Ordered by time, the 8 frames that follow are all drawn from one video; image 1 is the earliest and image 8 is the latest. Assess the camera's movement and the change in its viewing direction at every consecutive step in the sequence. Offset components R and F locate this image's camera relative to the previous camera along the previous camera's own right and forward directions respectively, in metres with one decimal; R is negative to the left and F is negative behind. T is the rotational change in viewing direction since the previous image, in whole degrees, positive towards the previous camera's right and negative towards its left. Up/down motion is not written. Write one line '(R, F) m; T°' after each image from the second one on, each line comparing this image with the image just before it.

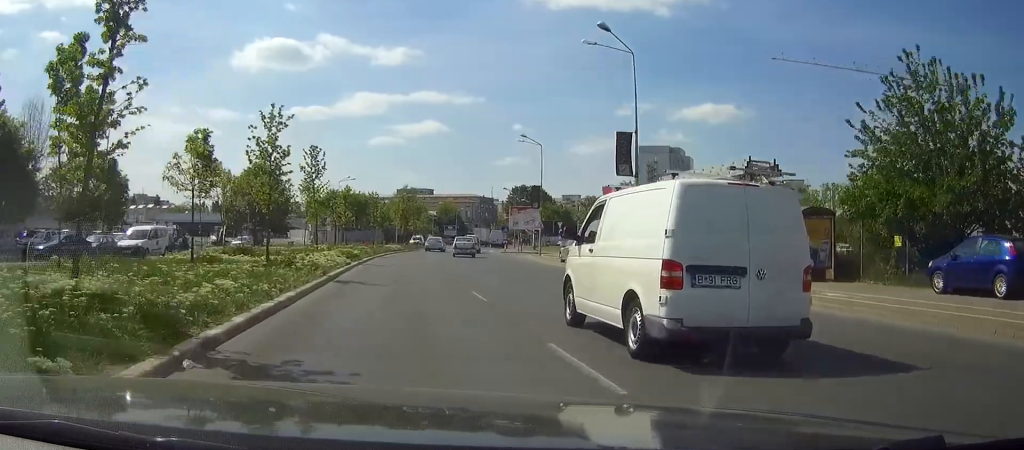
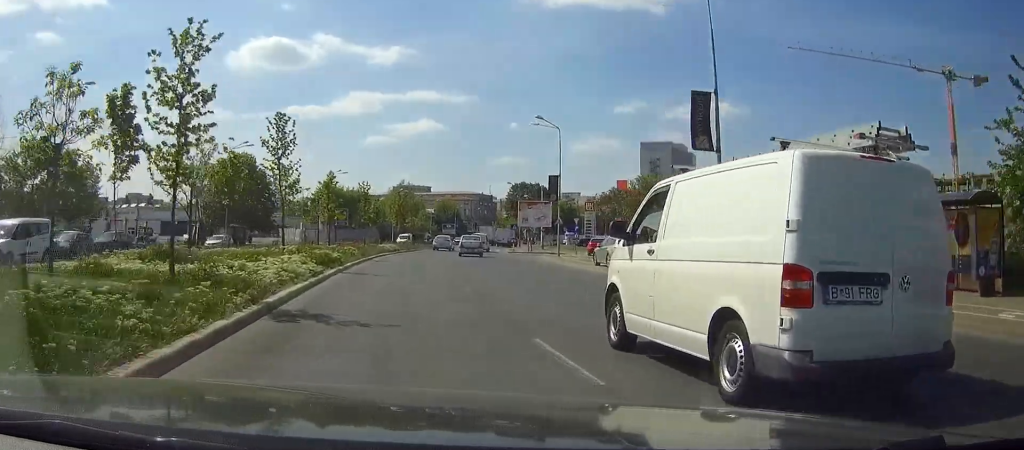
(0.0, +8.5) m; 0°
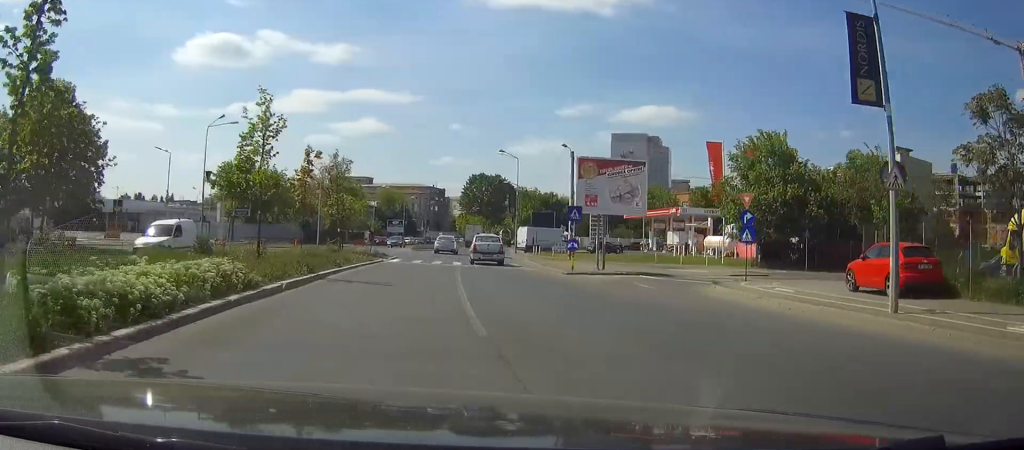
(+1.0, +41.5) m; +4°
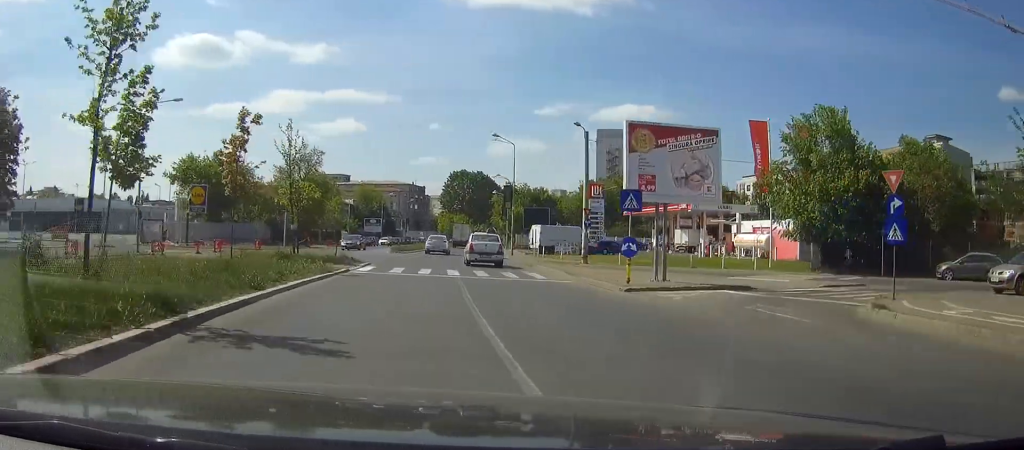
(+0.2, +10.4) m; +2°
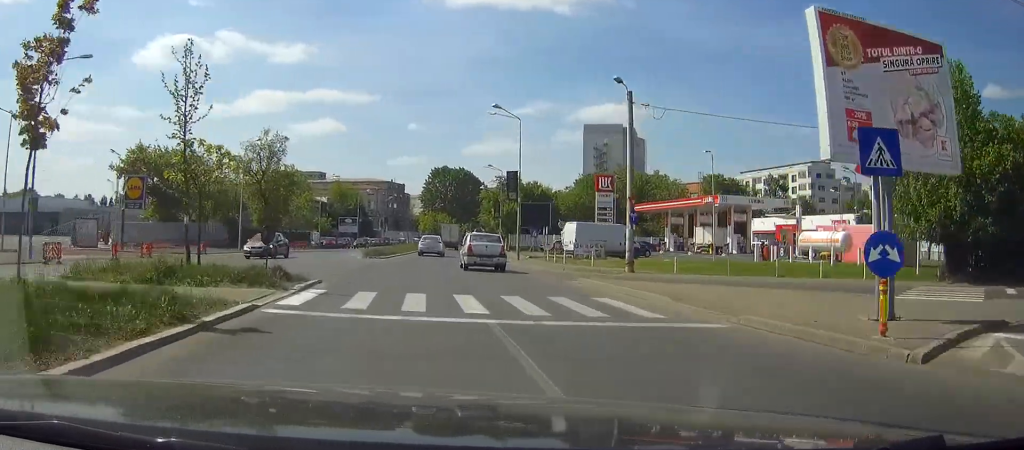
(+0.3, +12.8) m; +2°
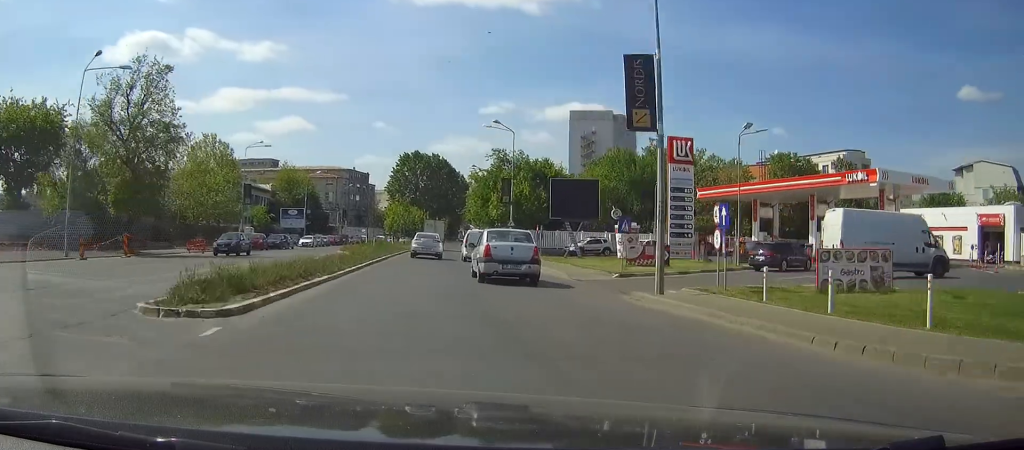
(+1.2, +30.7) m; +3°
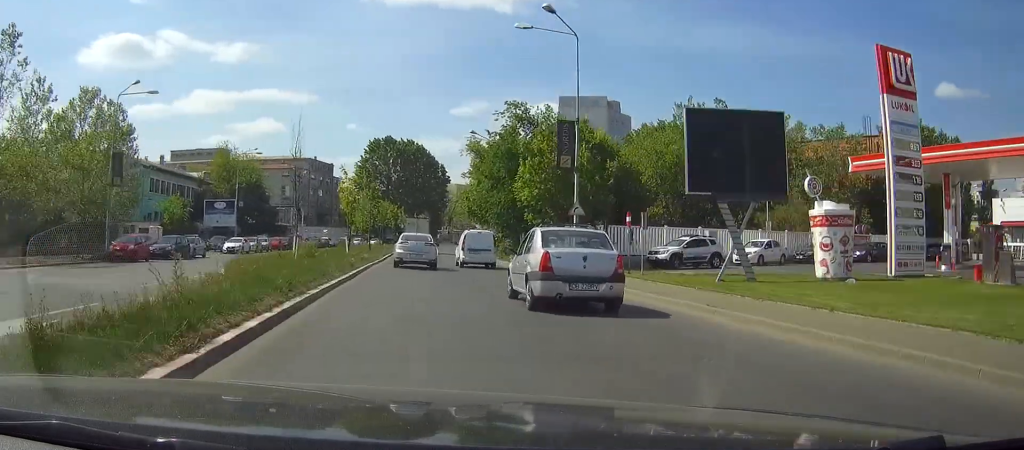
(+0.4, +27.4) m; +2°
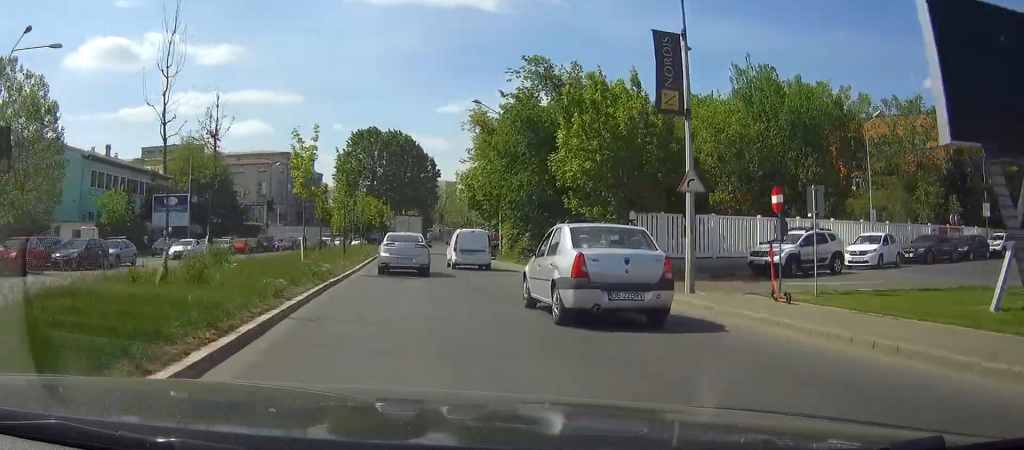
(+0.1, +12.5) m; +1°
